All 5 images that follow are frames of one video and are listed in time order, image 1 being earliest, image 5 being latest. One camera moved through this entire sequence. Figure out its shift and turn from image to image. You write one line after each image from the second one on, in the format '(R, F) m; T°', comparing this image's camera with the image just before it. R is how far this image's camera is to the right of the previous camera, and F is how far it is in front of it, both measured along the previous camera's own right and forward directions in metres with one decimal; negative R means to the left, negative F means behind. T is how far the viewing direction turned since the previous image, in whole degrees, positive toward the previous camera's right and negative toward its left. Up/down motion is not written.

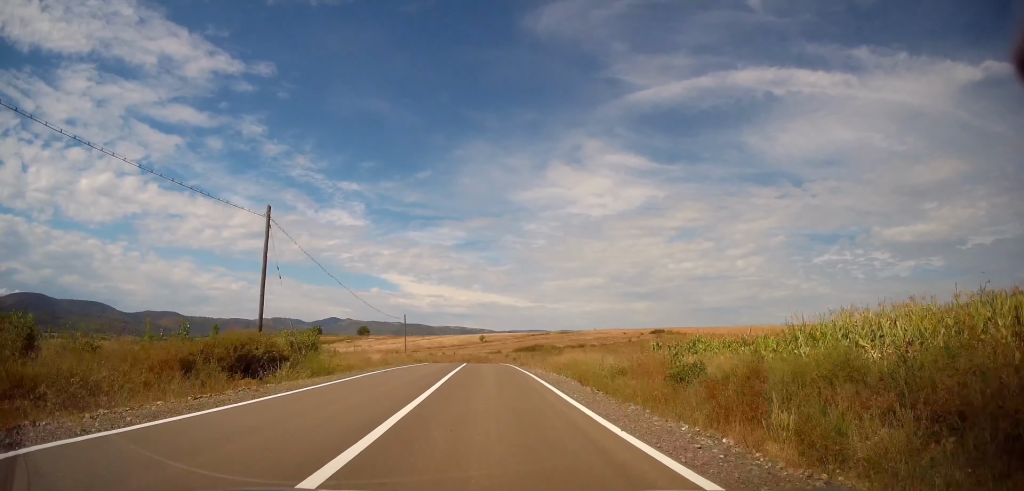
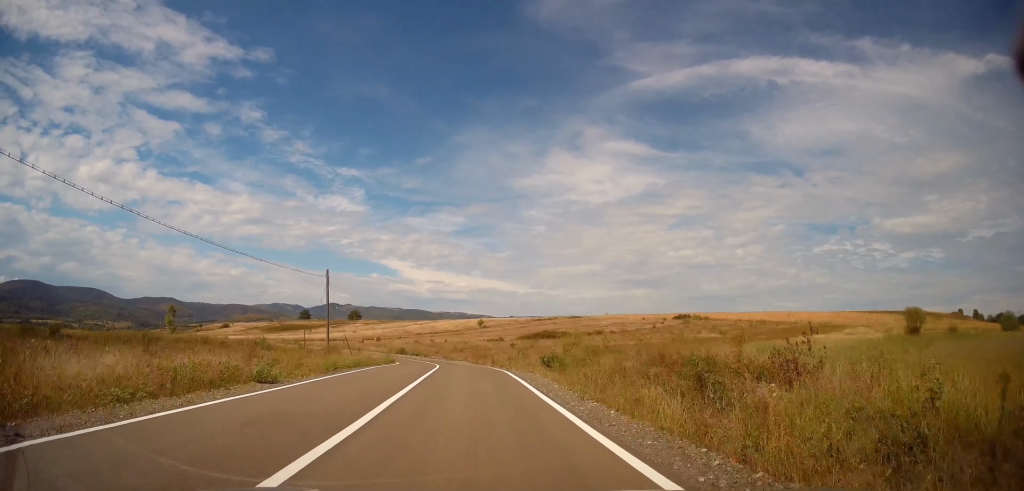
(+0.2, +34.4) m; +1°
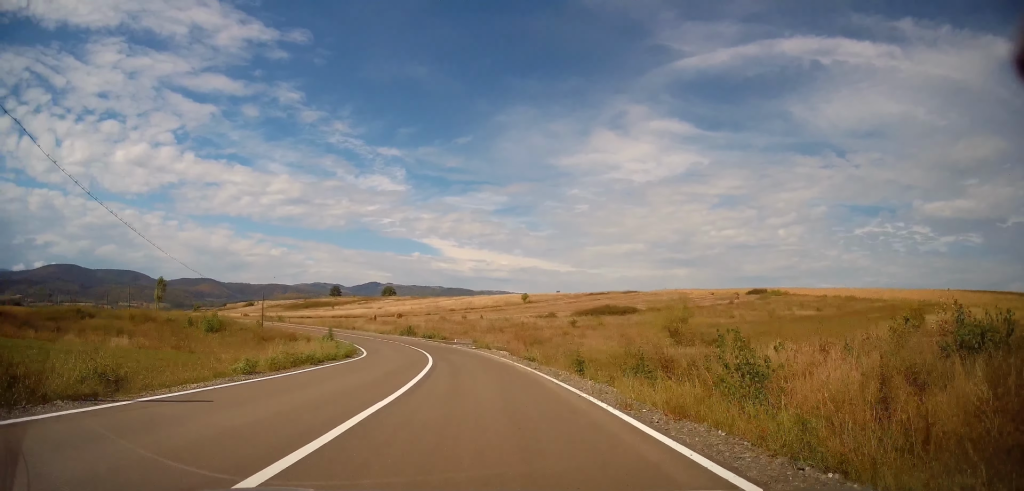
(-0.9, +32.3) m; -5°
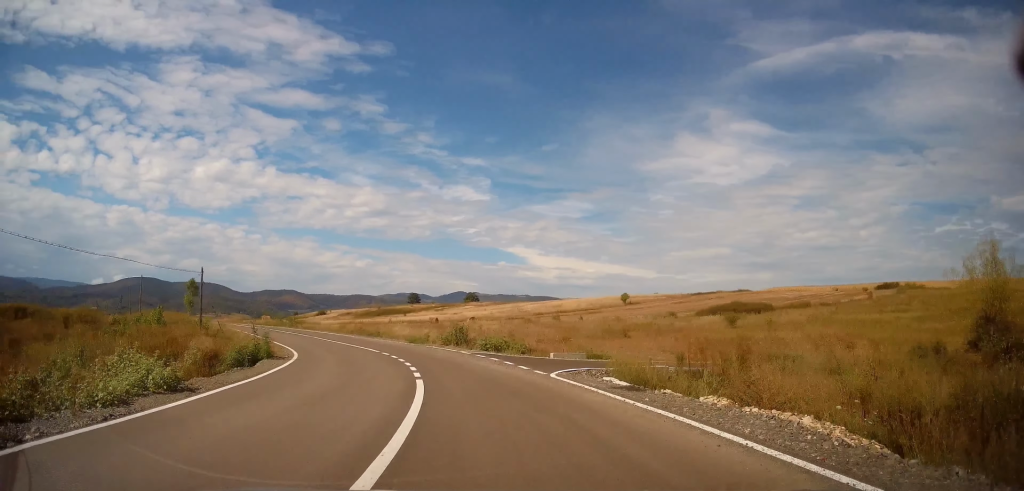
(-1.3, +29.5) m; -8°
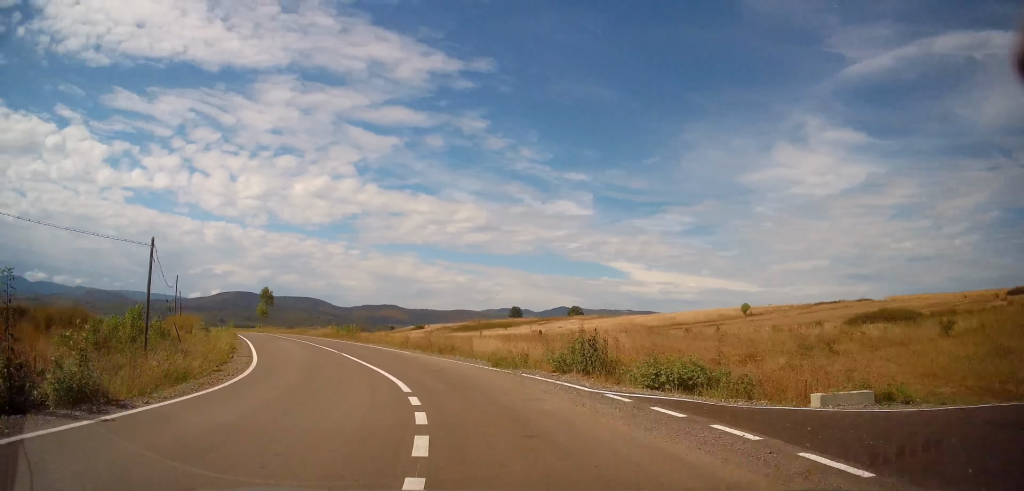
(-1.4, +15.8) m; -12°
